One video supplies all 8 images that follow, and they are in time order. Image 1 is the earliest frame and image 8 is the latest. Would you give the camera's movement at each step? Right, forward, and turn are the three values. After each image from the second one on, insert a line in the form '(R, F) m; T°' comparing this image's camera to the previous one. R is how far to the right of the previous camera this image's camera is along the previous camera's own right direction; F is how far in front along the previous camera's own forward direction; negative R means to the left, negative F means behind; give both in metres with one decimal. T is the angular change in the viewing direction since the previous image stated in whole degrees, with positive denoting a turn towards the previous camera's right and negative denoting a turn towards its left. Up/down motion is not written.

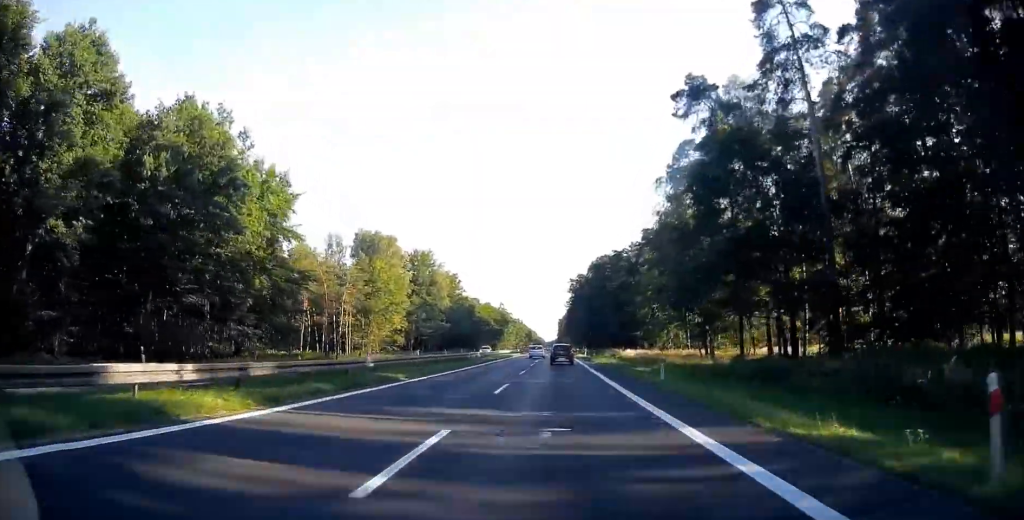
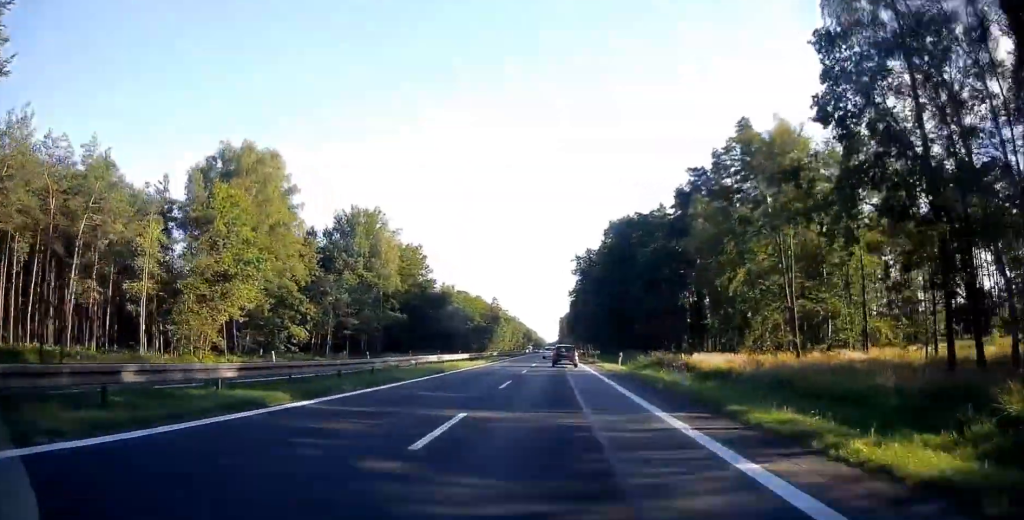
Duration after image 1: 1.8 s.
(0.0, +36.5) m; 0°
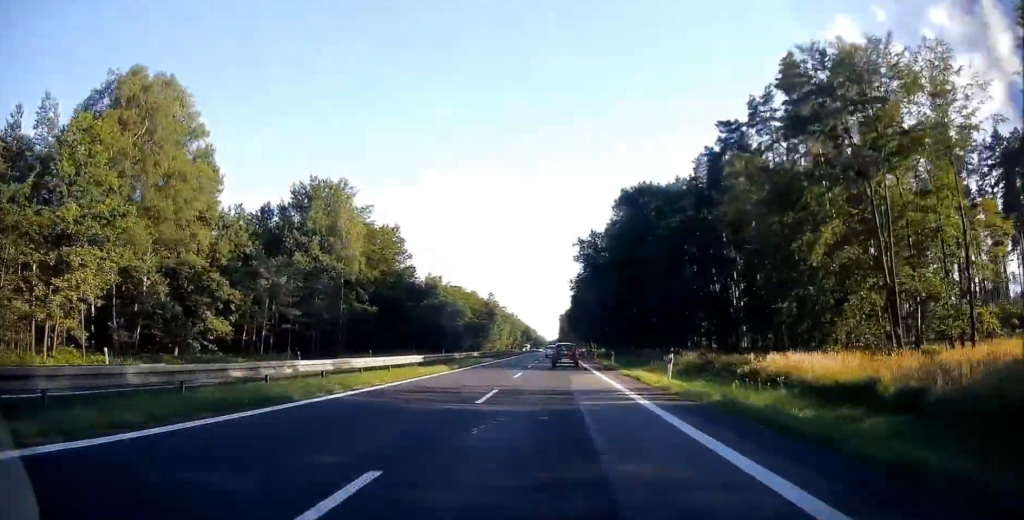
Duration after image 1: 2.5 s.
(0.0, +12.7) m; 0°
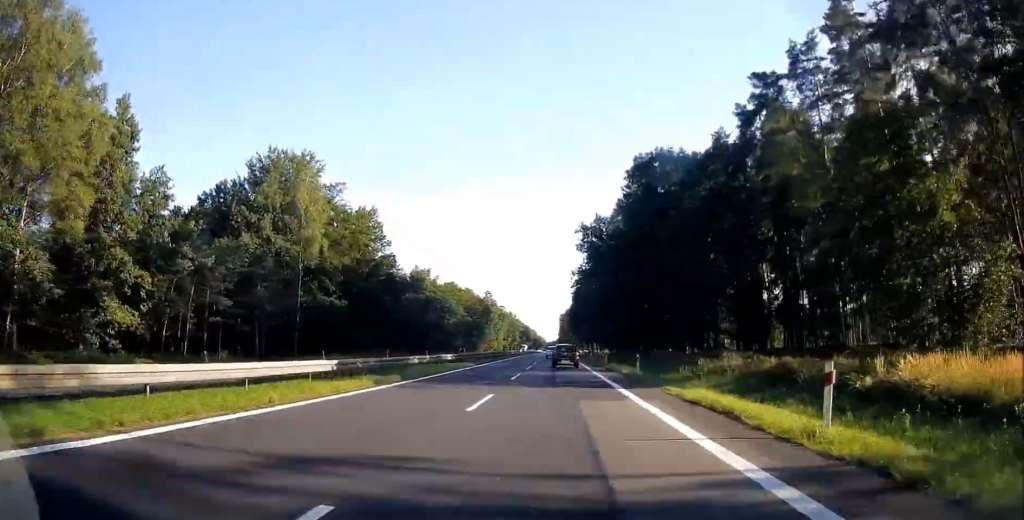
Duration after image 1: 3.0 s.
(0.0, +9.6) m; 0°
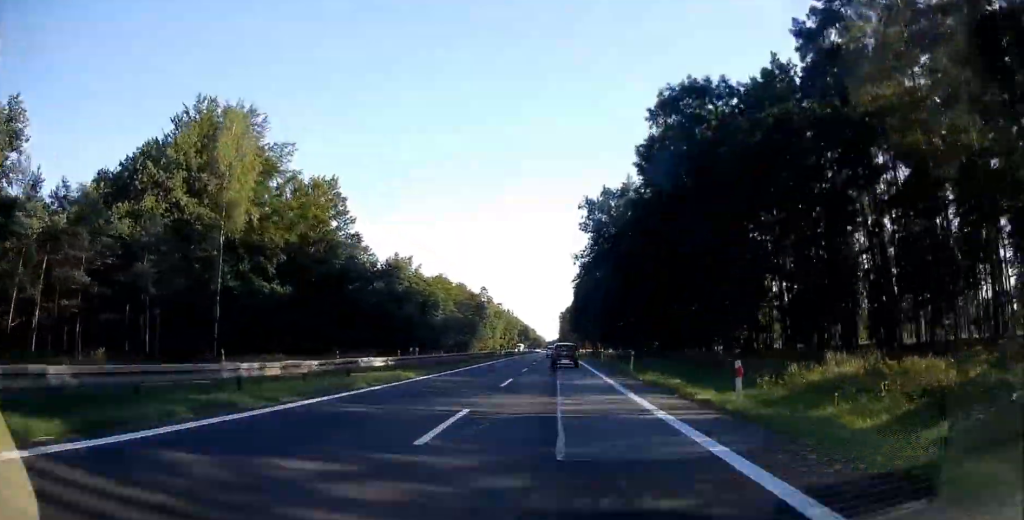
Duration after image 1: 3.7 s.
(0.0, +12.9) m; 0°
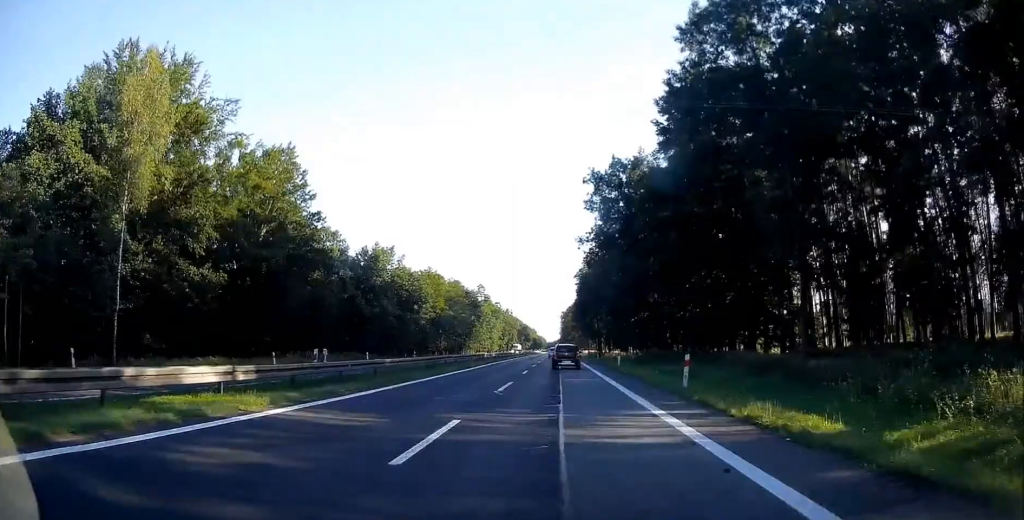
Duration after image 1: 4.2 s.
(0.0, +11.6) m; 0°
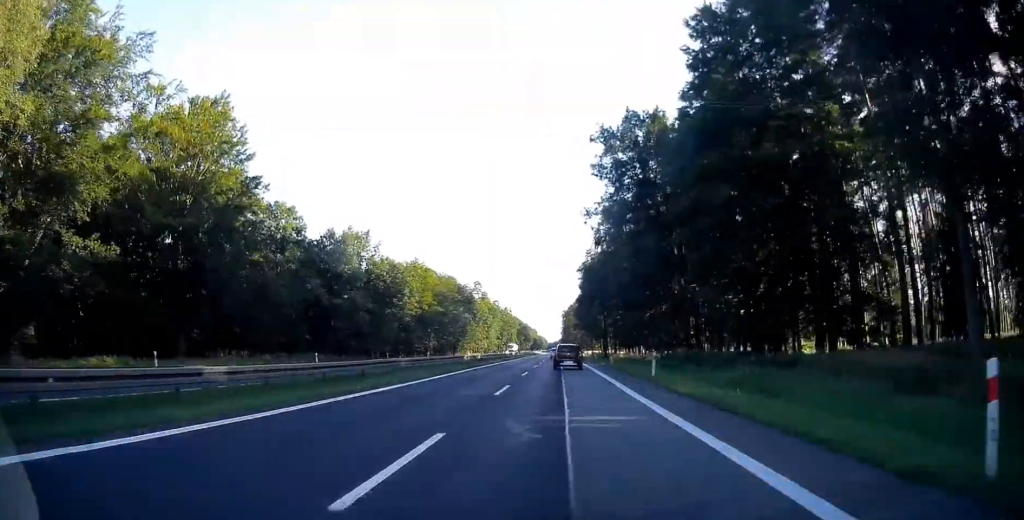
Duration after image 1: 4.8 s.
(0.0, +12.7) m; 0°
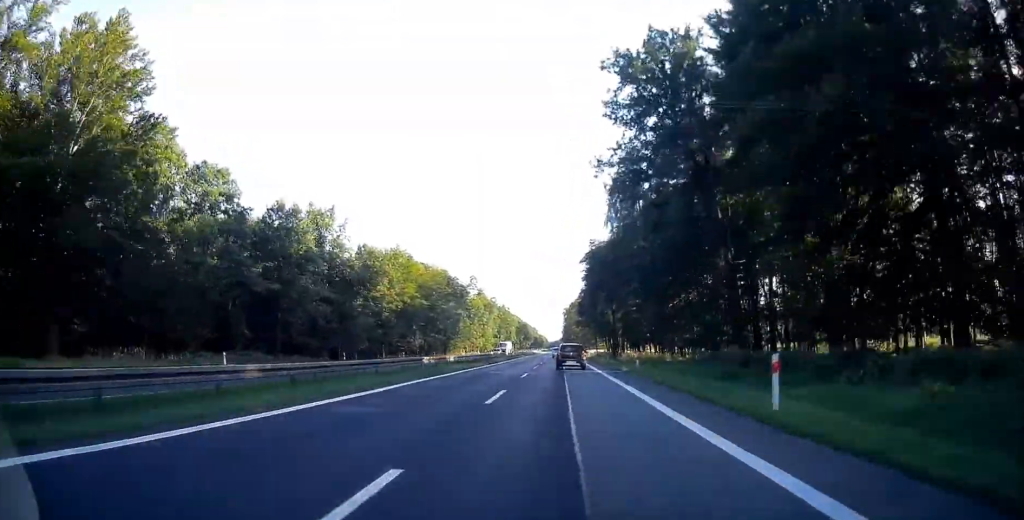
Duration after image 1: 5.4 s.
(0.0, +12.9) m; 0°
